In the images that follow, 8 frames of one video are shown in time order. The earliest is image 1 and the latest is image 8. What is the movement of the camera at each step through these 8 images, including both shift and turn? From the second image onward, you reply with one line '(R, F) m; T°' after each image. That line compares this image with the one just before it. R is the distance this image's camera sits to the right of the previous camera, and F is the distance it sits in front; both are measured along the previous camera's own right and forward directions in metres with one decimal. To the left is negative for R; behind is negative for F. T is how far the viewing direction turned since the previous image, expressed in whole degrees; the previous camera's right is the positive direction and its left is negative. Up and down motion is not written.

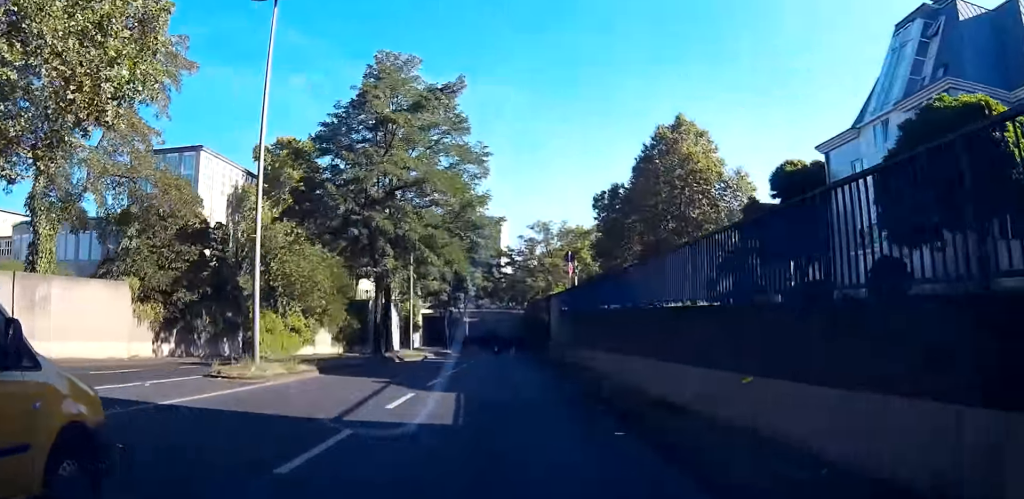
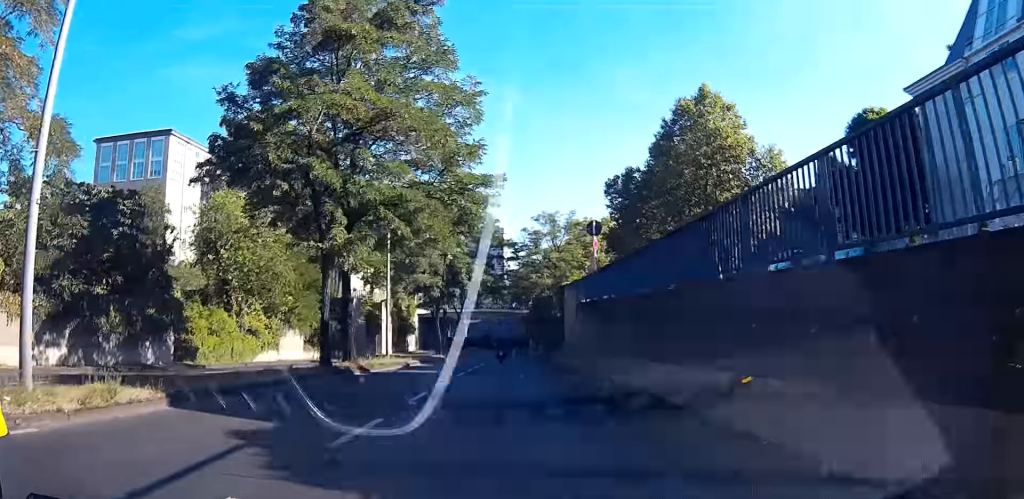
(0.0, +10.1) m; 0°
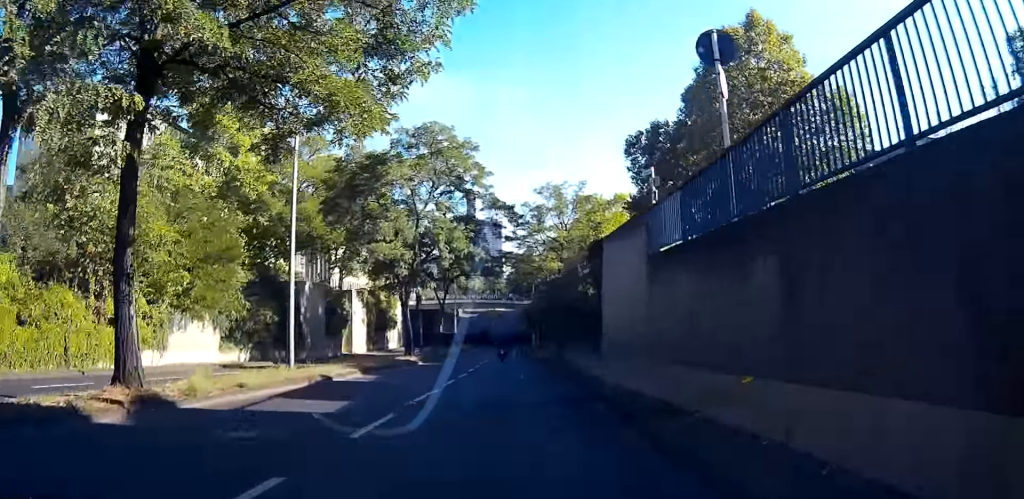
(-0.1, +16.5) m; -1°
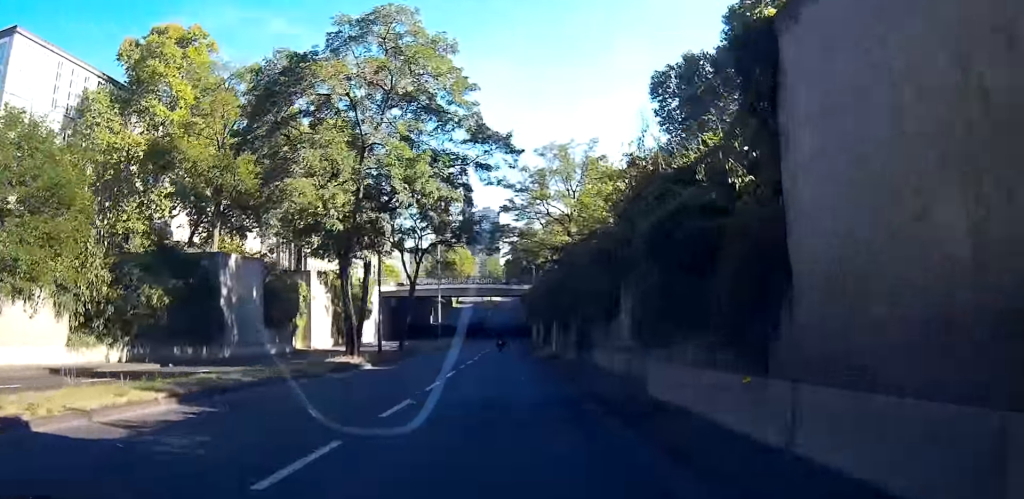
(-0.1, +14.4) m; -1°
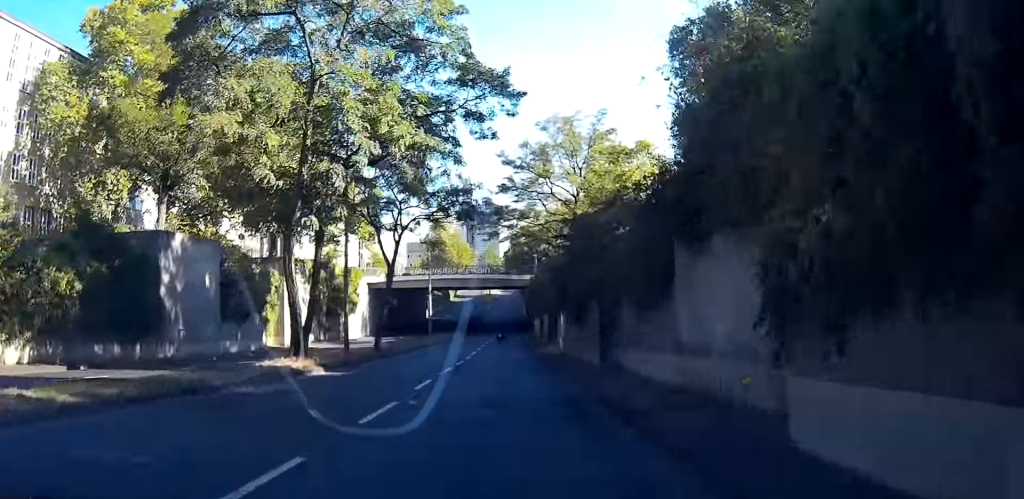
(0.0, +6.5) m; 0°
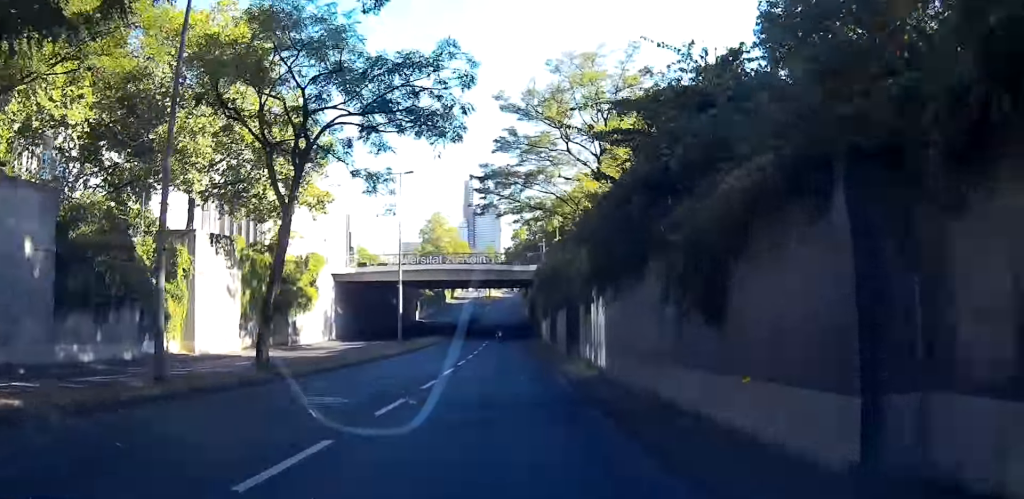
(0.0, +14.0) m; -1°
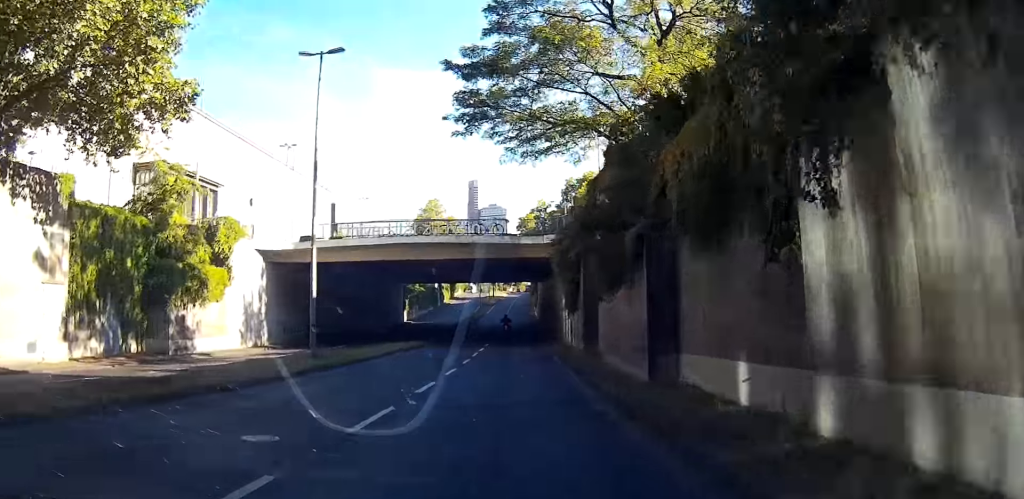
(-0.5, +35.2) m; 0°
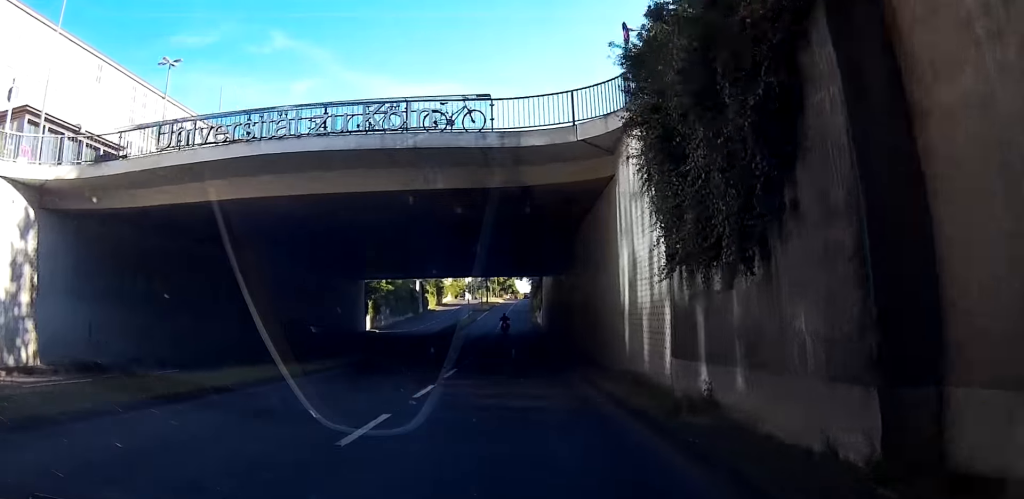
(+0.4, +23.4) m; +1°
